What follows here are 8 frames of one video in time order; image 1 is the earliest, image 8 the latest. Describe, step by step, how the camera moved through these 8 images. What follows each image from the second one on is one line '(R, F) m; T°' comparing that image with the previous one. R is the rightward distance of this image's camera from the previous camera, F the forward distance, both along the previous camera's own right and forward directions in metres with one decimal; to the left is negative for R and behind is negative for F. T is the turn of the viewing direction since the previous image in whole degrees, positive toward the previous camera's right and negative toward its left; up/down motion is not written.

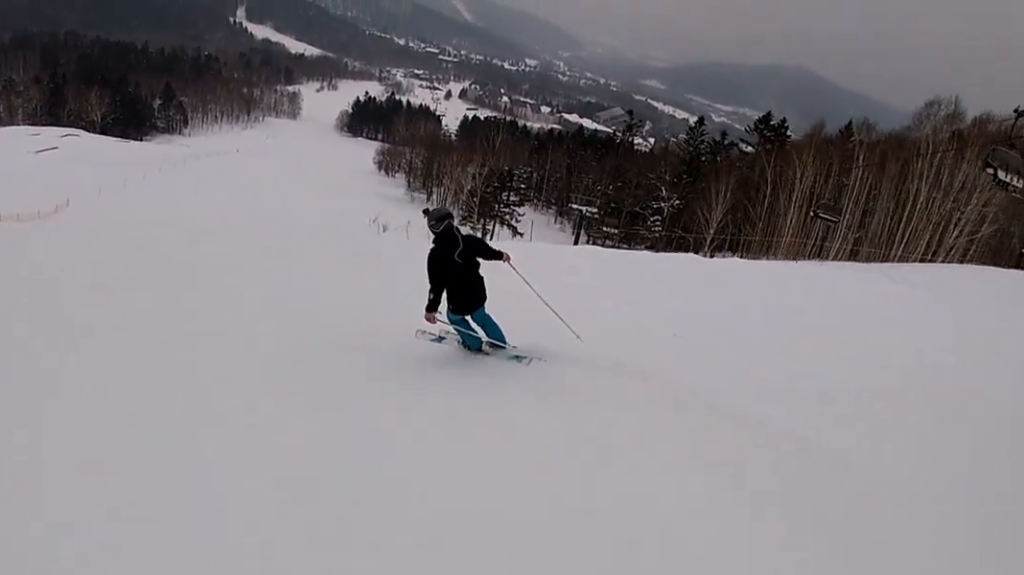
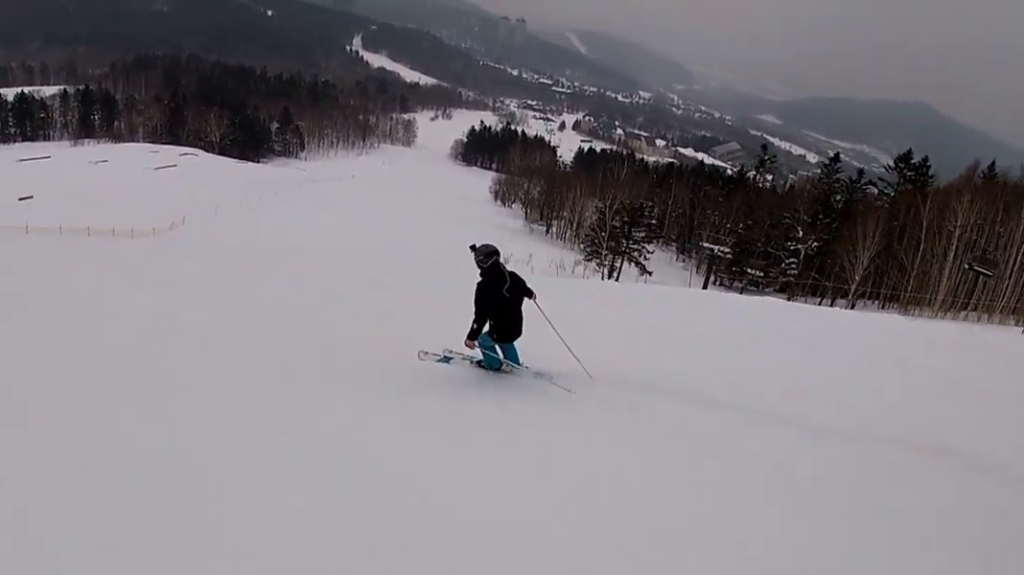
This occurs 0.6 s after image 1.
(-0.4, +3.6) m; -3°
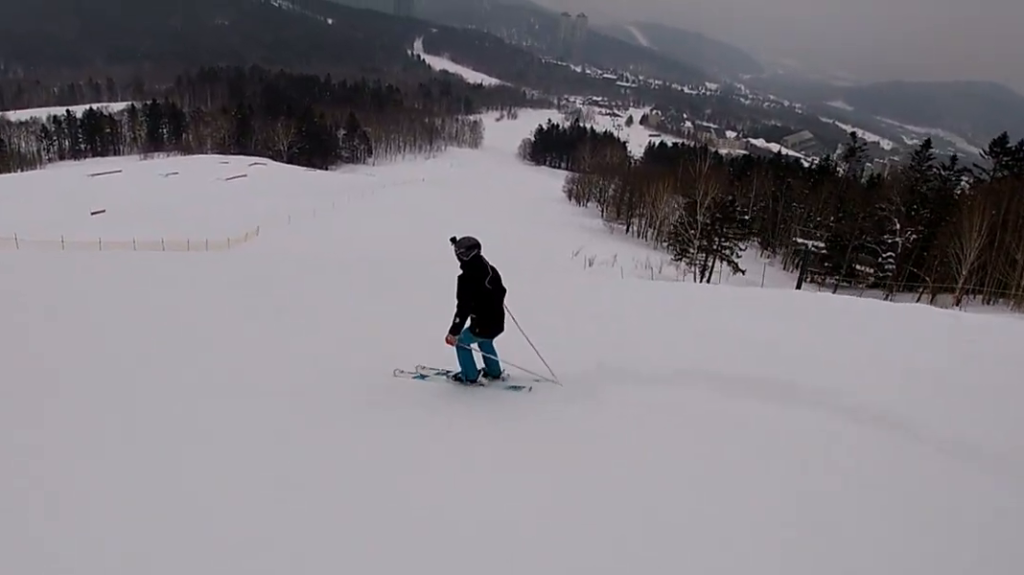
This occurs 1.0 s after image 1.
(0.0, +3.3) m; +8°
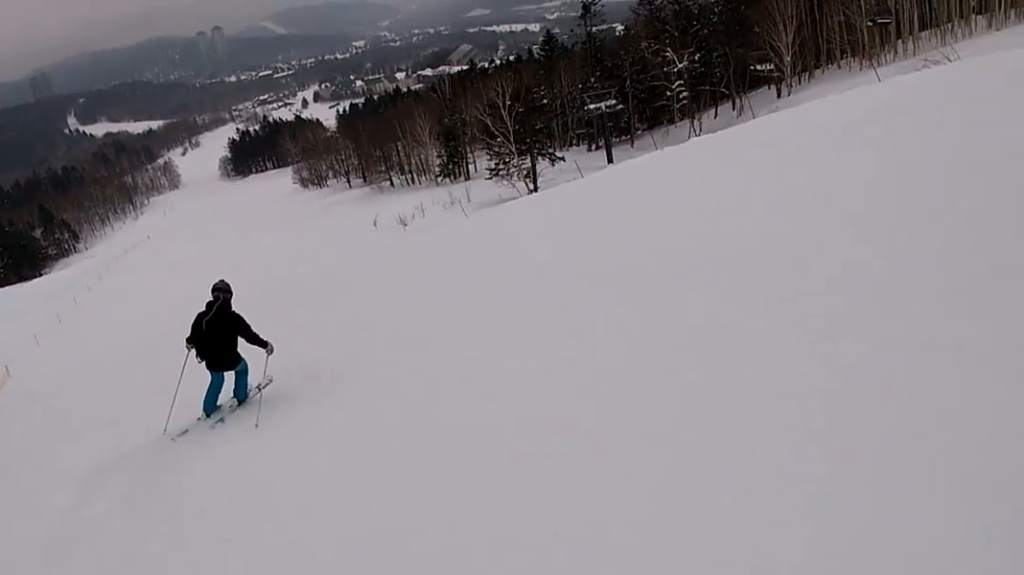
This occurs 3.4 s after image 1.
(+9.2, +14.0) m; +47°
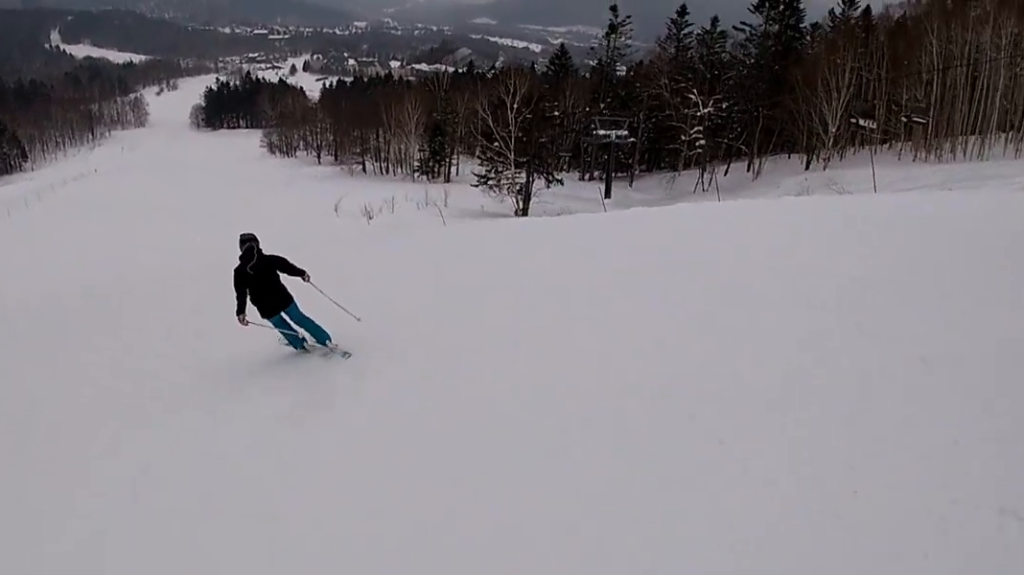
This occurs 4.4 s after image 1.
(-1.6, +9.1) m; -26°
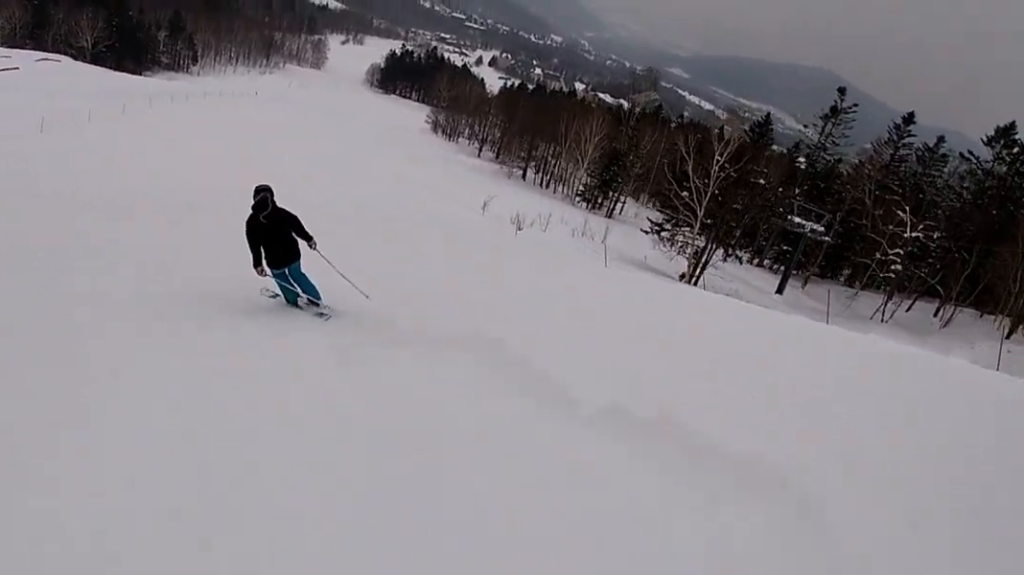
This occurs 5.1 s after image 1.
(-1.9, +7.0) m; -7°
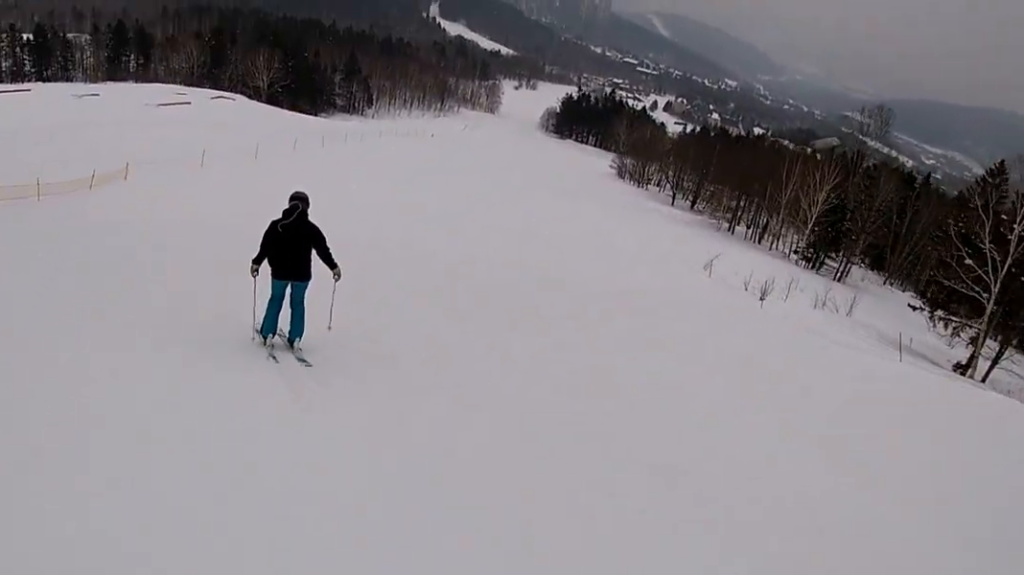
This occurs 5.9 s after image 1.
(-0.3, +9.3) m; +4°
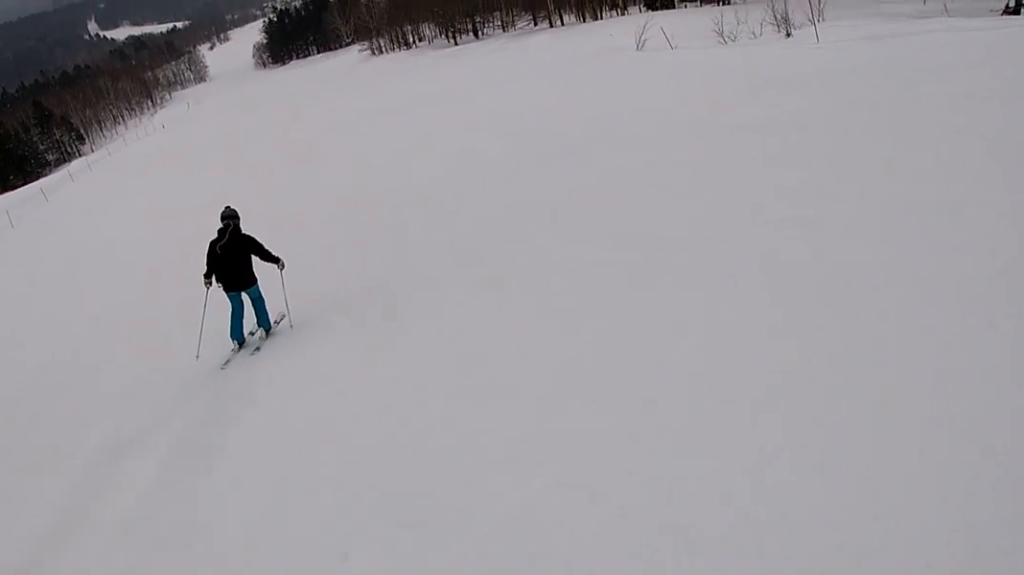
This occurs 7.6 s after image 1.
(+3.4, +18.7) m; +14°
